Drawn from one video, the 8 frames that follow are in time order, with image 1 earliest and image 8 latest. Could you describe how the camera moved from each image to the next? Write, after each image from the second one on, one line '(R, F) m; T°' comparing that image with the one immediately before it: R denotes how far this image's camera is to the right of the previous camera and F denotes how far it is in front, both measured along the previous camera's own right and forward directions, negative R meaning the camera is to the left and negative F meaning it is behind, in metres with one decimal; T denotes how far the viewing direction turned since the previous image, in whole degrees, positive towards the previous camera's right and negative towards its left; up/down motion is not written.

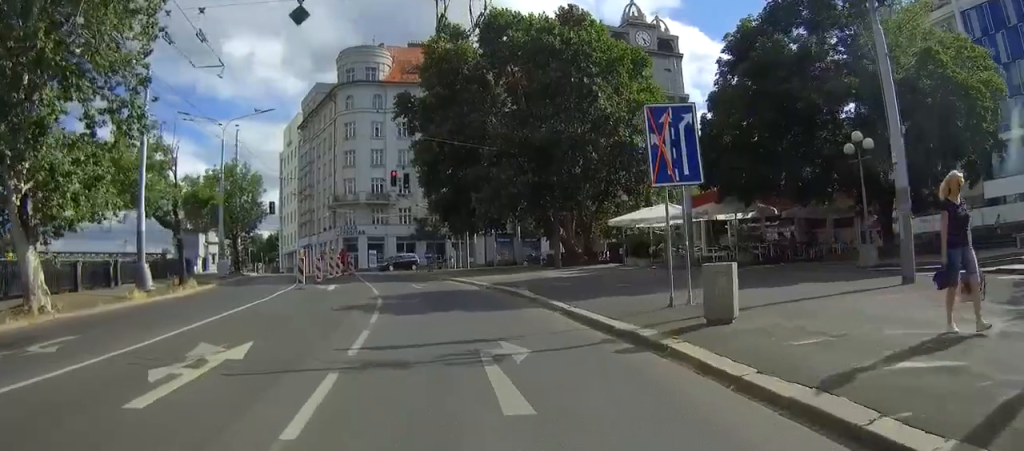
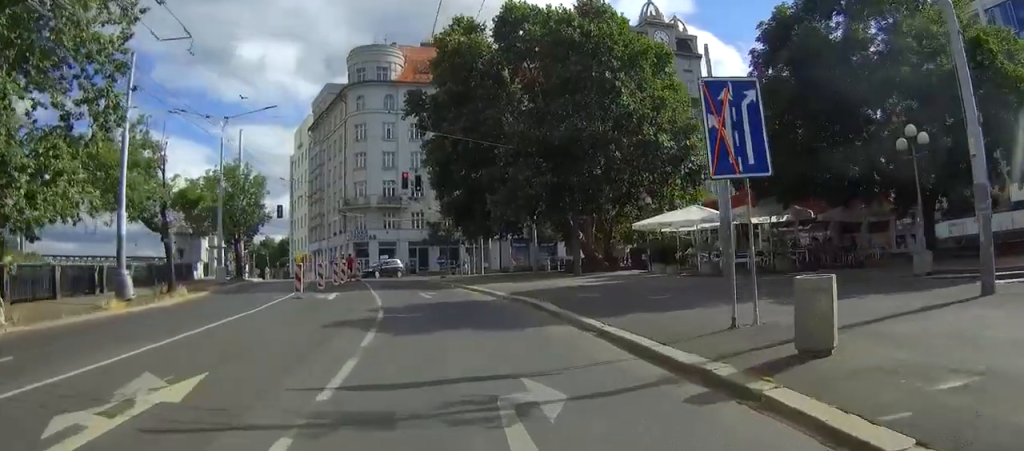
(-0.2, +2.2) m; -2°
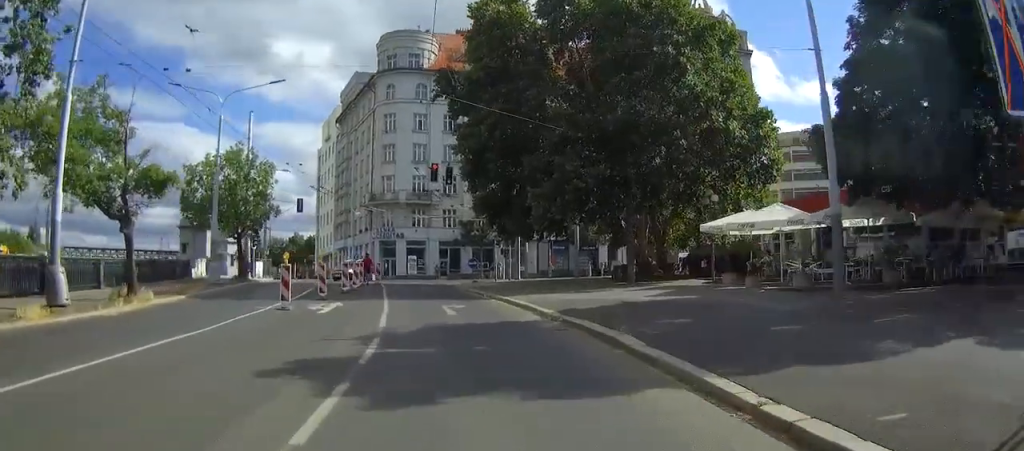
(-0.2, +5.1) m; -2°
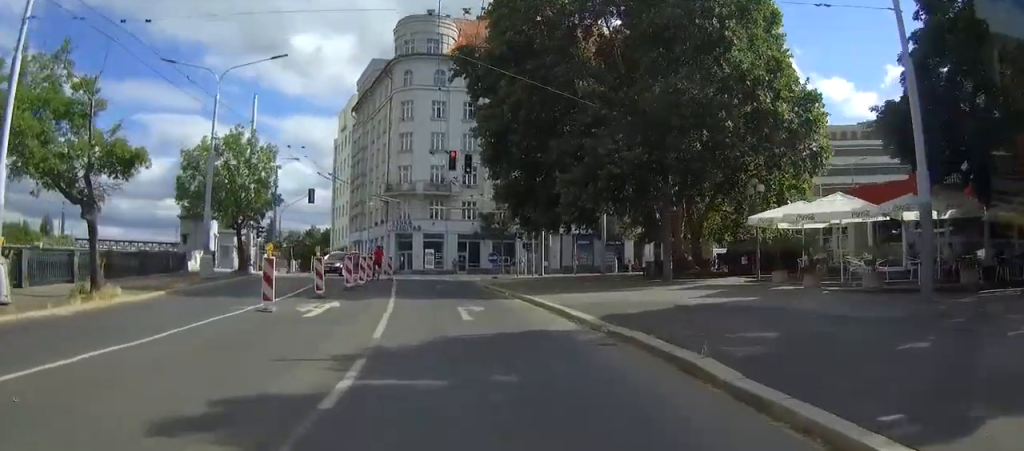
(0.0, +3.1) m; 0°
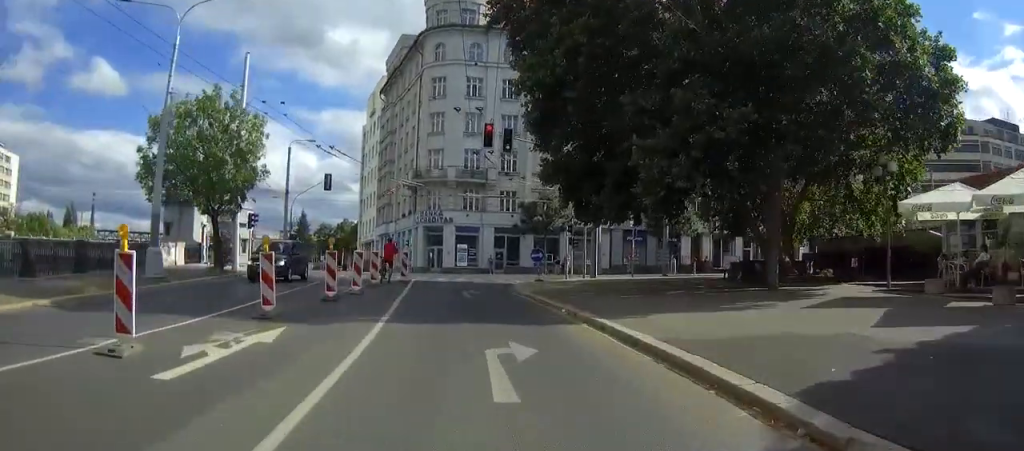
(0.0, +8.9) m; -1°
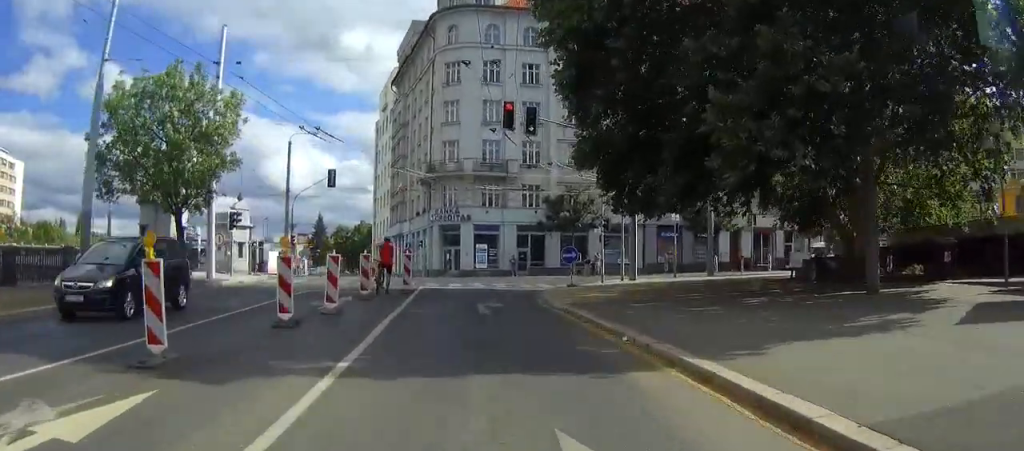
(-0.1, +6.4) m; -5°
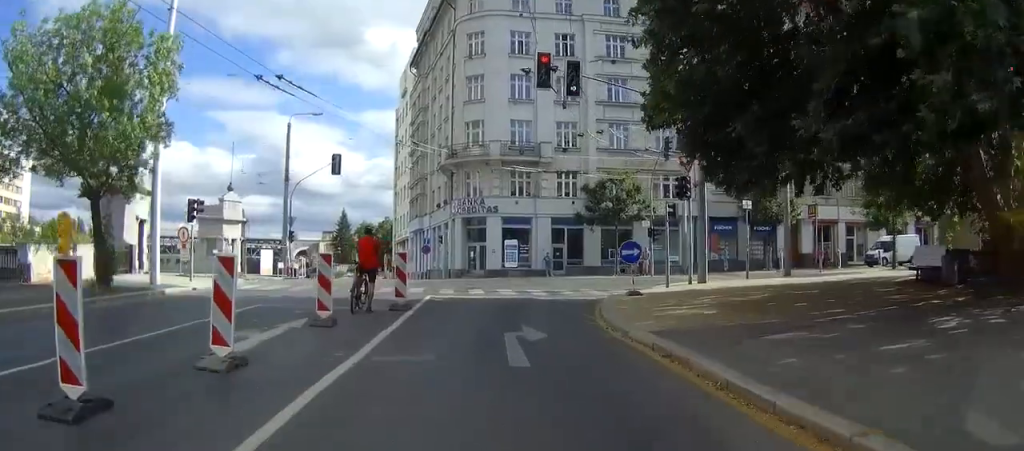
(-0.7, +8.0) m; -7°
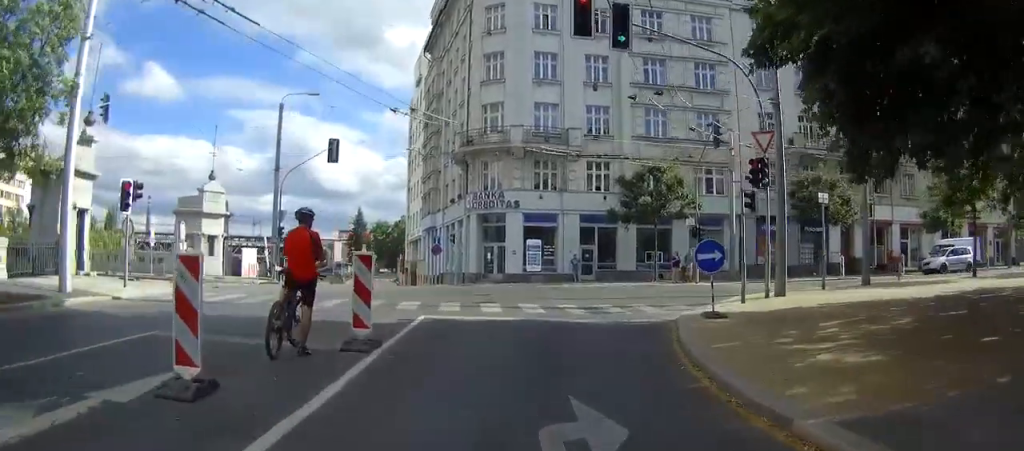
(-0.1, +6.2) m; 0°
